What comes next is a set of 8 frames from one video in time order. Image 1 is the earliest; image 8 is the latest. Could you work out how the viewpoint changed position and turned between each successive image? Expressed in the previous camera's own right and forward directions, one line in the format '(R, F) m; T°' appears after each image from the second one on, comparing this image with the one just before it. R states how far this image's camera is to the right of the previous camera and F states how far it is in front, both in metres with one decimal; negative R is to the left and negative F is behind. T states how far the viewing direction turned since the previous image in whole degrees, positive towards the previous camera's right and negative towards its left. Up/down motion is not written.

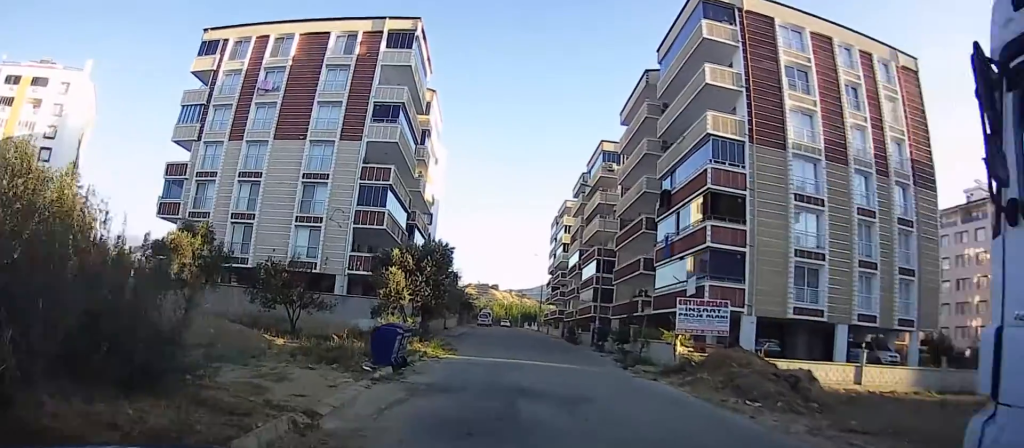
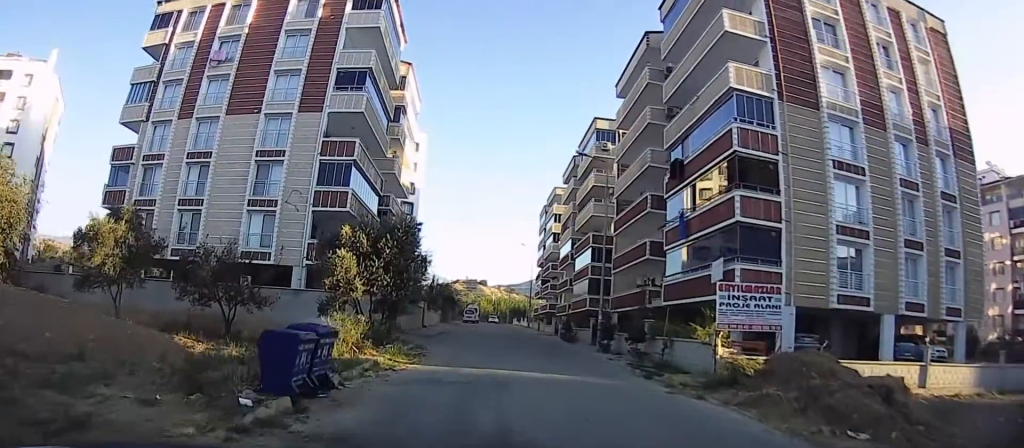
(+0.2, +4.9) m; -3°
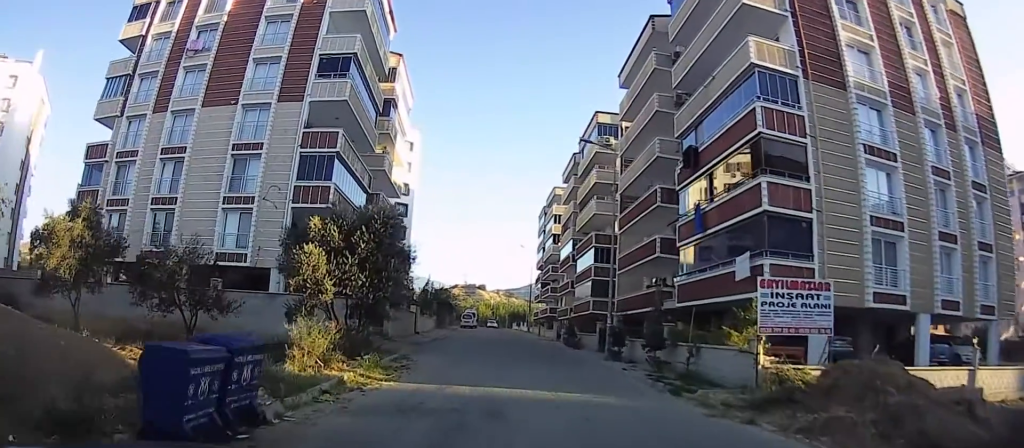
(+0.2, +2.5) m; -4°
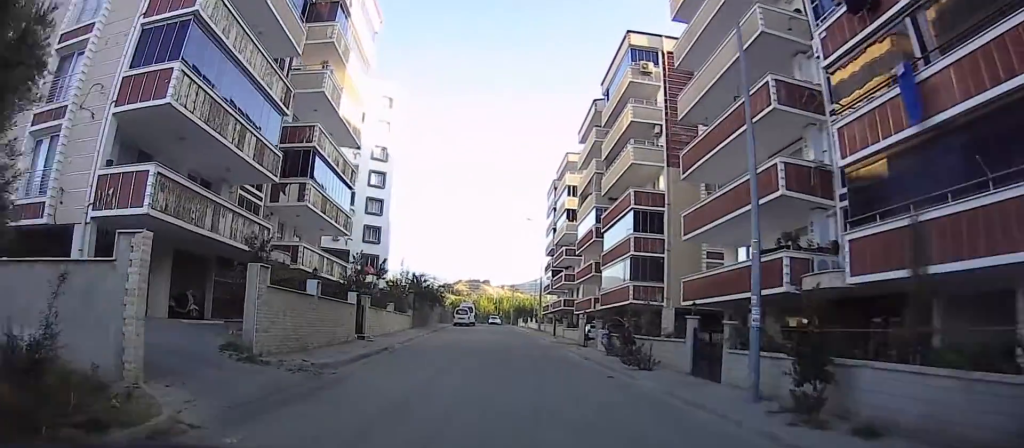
(-0.3, +13.4) m; +3°
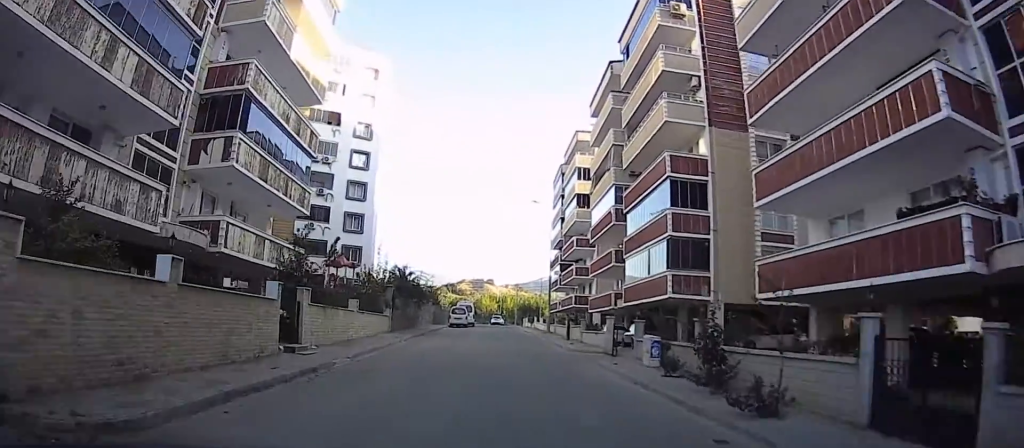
(-0.3, +6.6) m; -3°
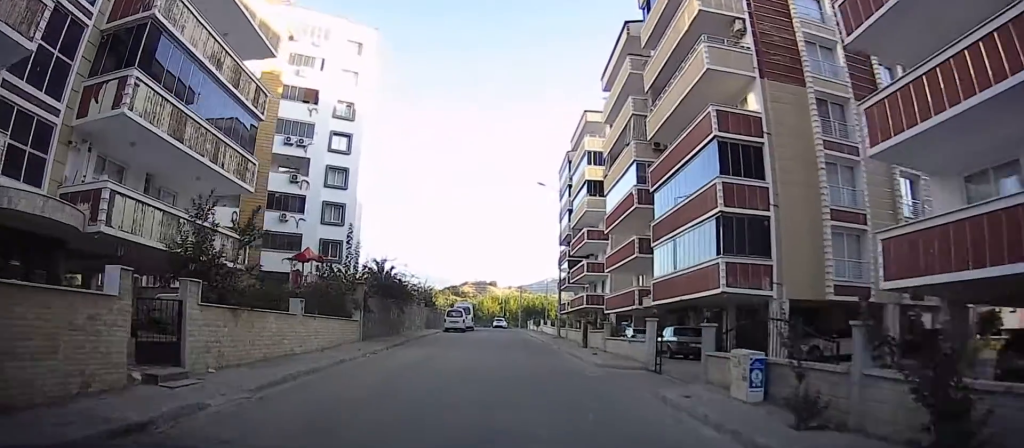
(-0.1, +5.9) m; 0°
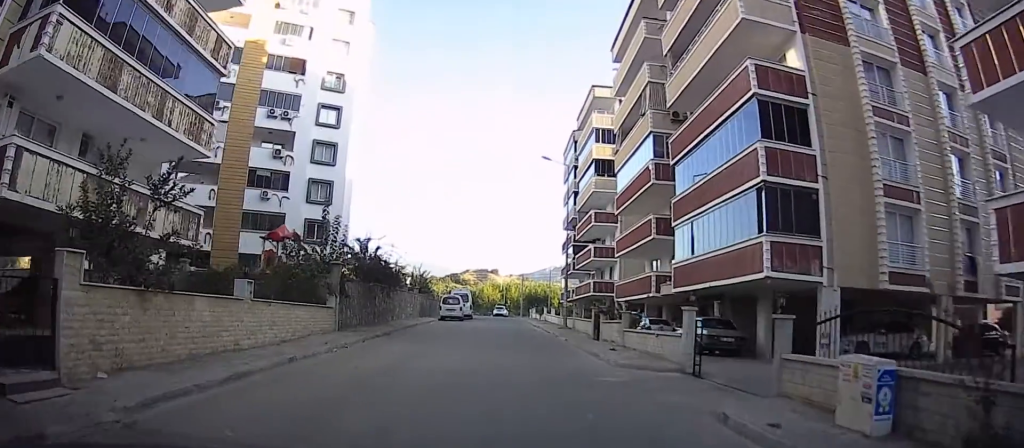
(+0.1, +3.2) m; 0°
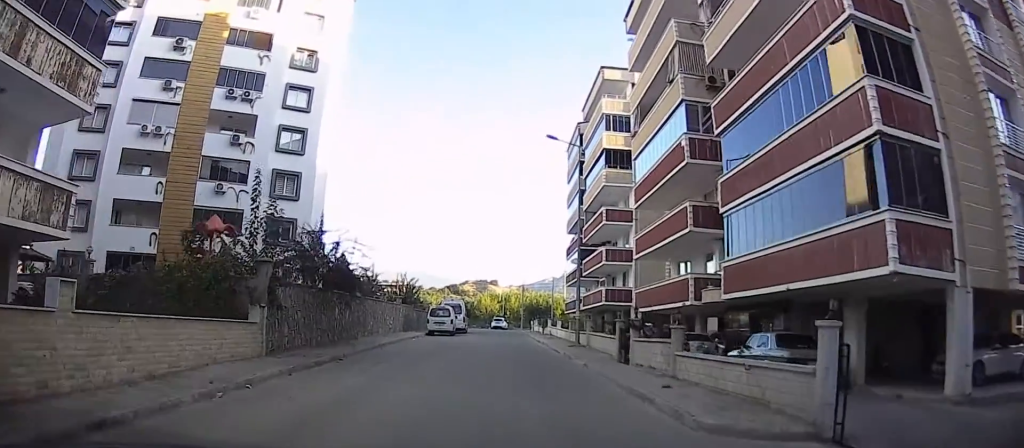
(0.0, +5.6) m; -4°
